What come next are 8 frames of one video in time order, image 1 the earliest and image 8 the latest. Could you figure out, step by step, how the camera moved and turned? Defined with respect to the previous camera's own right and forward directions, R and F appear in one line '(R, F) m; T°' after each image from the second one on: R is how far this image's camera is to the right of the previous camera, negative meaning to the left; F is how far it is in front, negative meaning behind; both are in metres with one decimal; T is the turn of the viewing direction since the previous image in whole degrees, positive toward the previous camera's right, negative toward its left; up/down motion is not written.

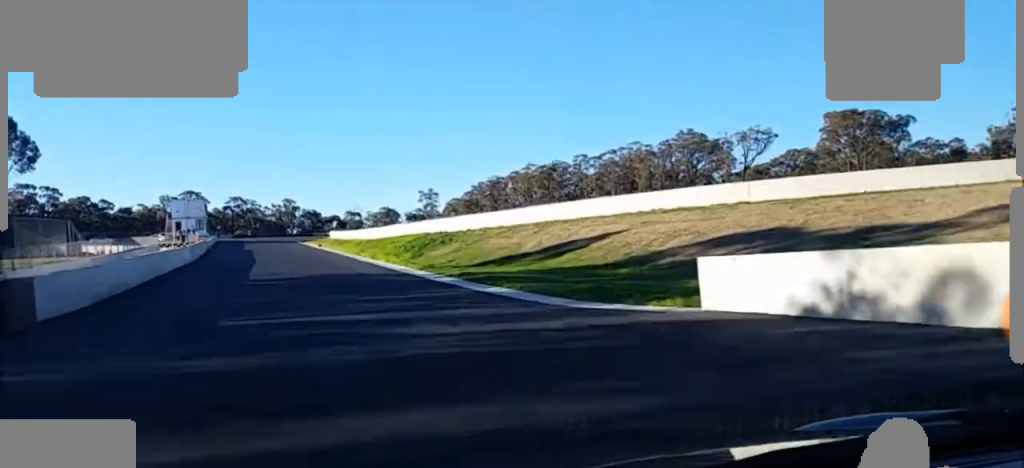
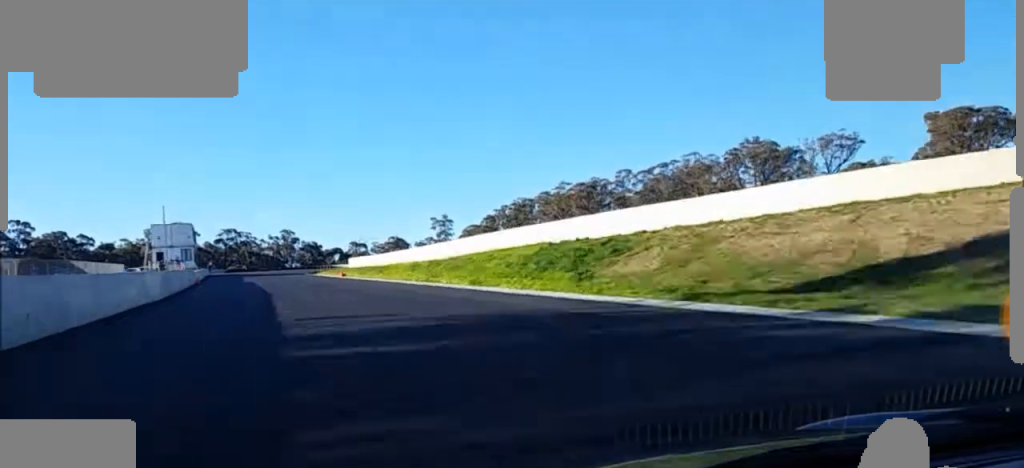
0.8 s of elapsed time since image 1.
(+0.6, +27.8) m; +1°
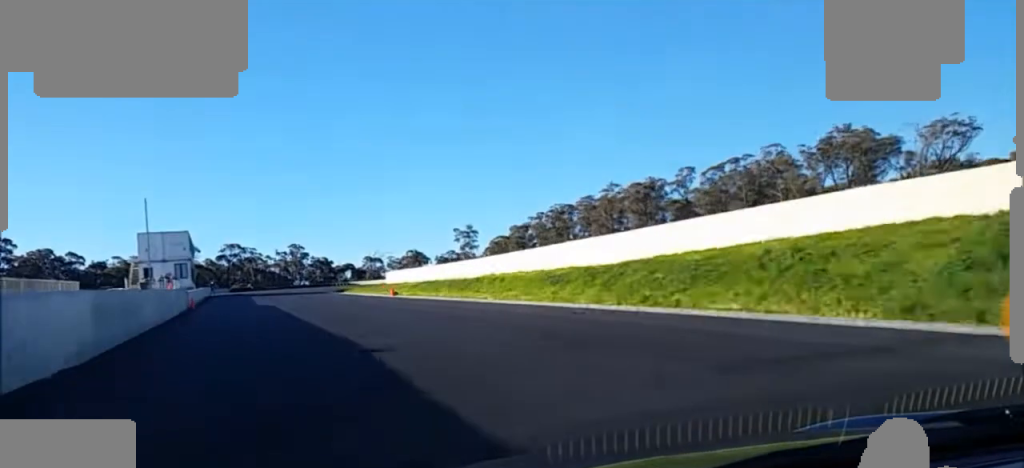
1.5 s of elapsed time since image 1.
(-0.1, +24.7) m; 0°
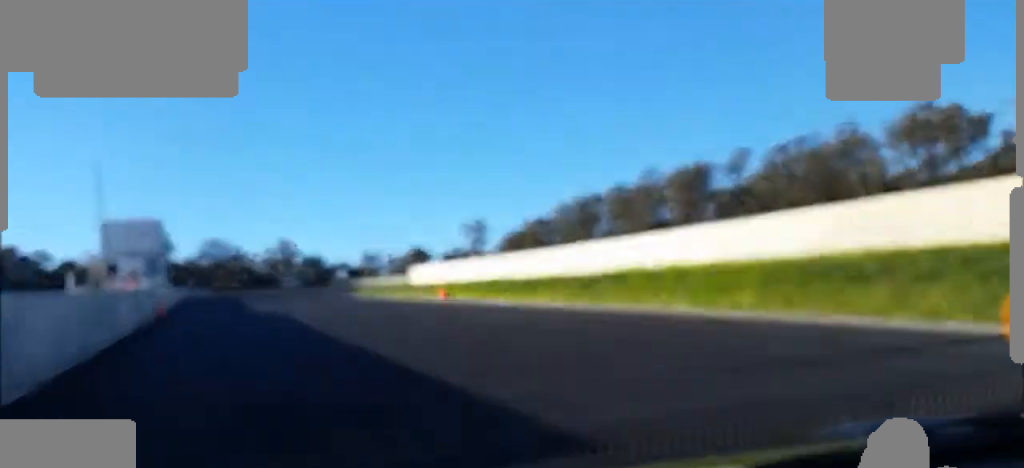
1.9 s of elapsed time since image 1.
(0.0, +15.0) m; 0°
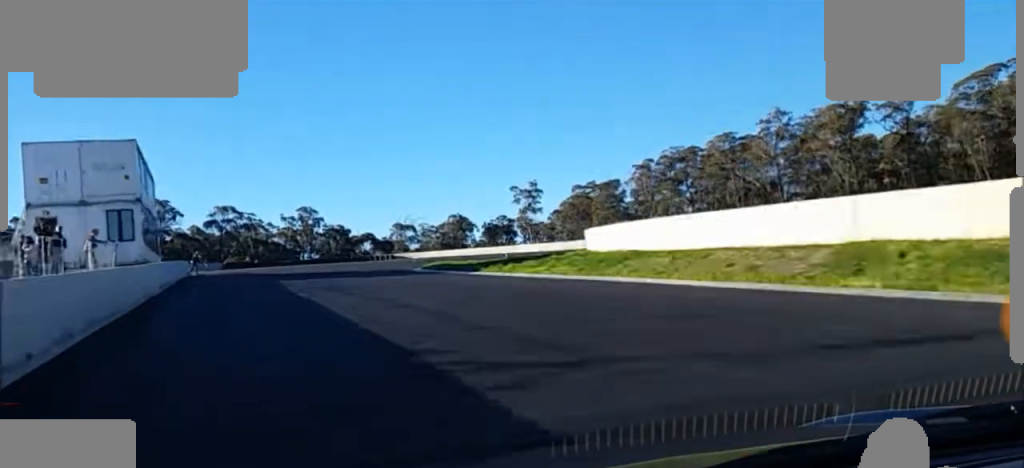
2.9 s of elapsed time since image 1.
(+0.2, +32.8) m; +1°
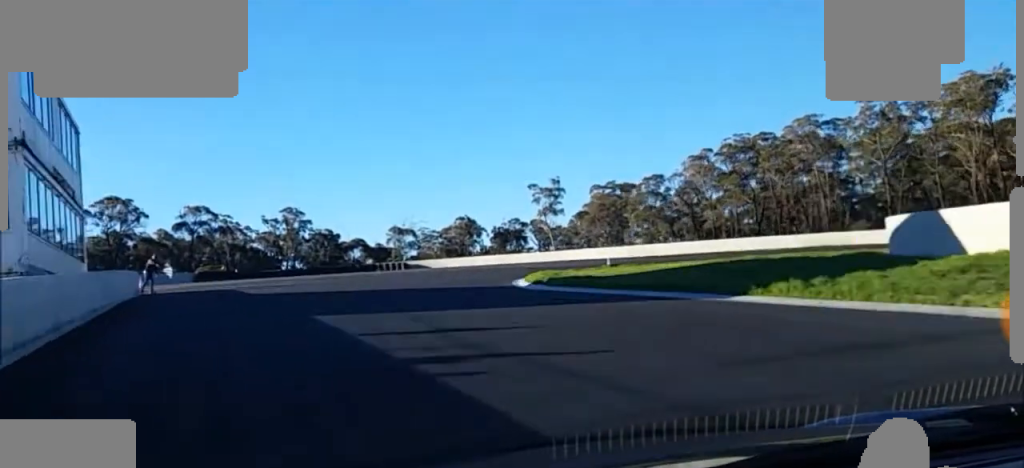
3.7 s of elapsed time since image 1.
(-0.3, +23.1) m; +1°
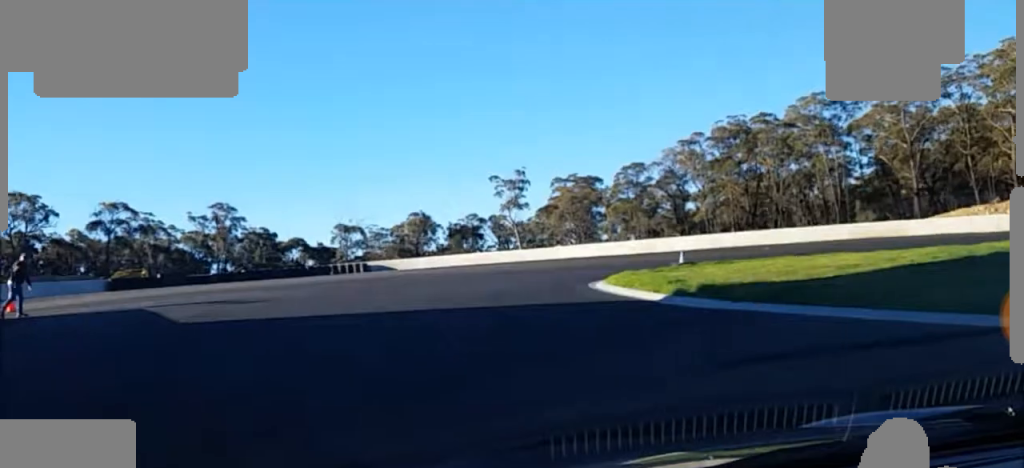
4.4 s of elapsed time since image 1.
(+0.6, +14.8) m; +7°
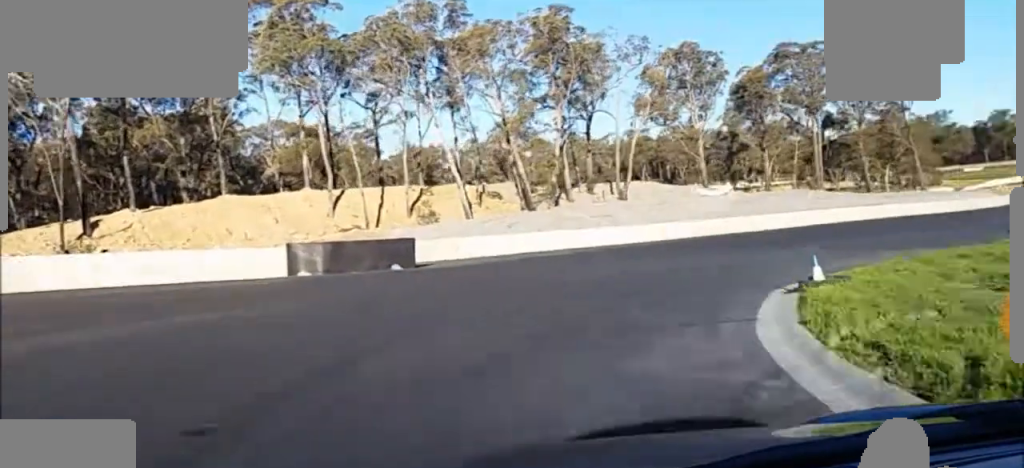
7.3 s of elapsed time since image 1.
(+17.5, +35.8) m; +84°
